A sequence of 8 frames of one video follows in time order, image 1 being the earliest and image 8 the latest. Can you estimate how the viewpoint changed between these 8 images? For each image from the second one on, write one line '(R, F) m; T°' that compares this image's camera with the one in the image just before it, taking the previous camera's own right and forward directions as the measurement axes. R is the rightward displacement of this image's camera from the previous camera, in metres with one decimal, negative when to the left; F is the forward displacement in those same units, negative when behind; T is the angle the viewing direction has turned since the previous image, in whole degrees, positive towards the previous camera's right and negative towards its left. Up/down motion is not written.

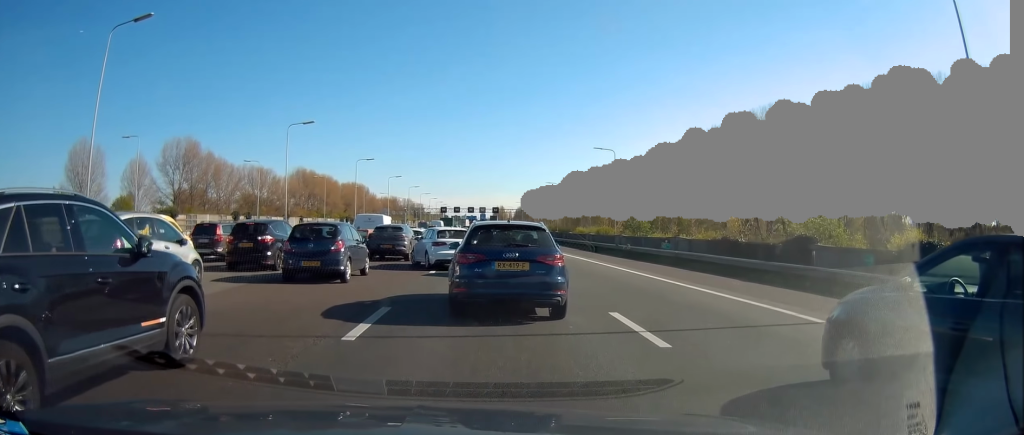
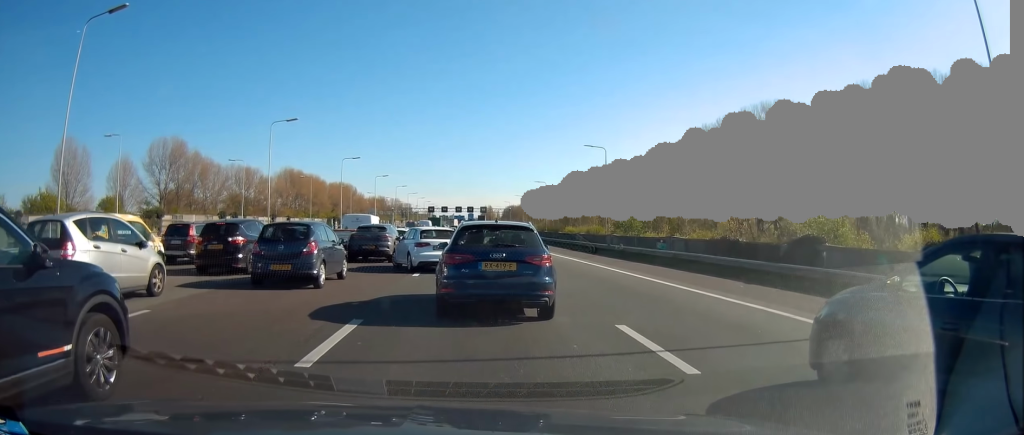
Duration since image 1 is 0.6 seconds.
(0.0, +1.4) m; 0°
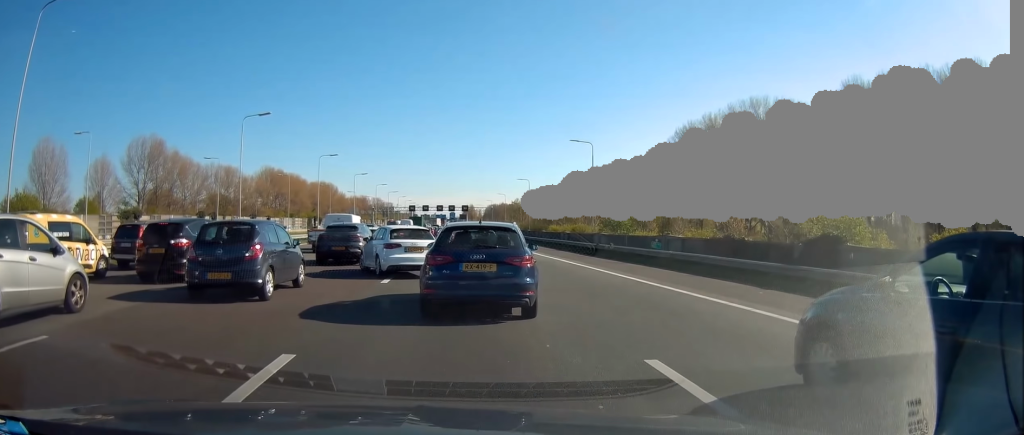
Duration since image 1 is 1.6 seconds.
(0.0, +2.5) m; 0°
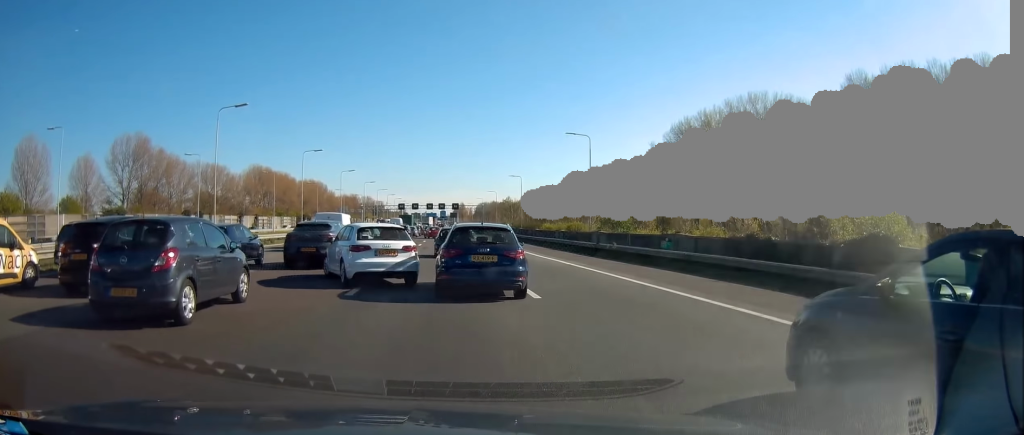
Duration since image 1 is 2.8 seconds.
(0.0, +2.9) m; 0°
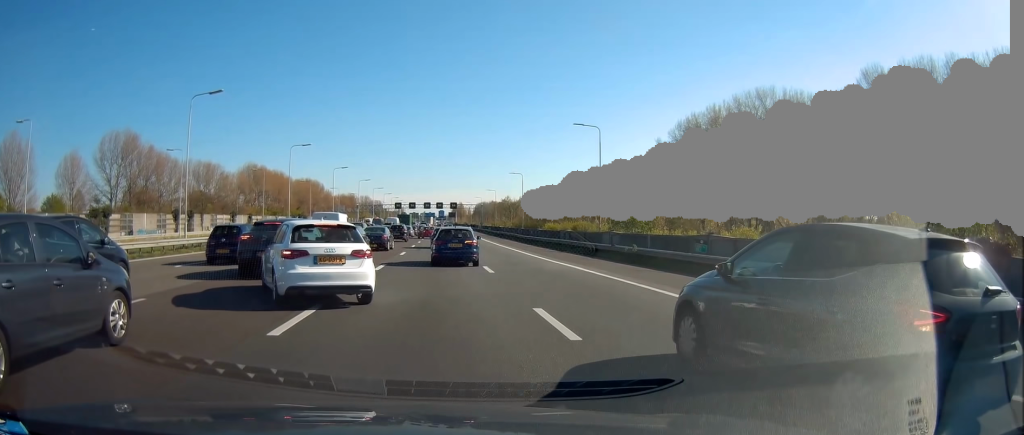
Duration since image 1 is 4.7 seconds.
(+0.1, +4.7) m; 0°
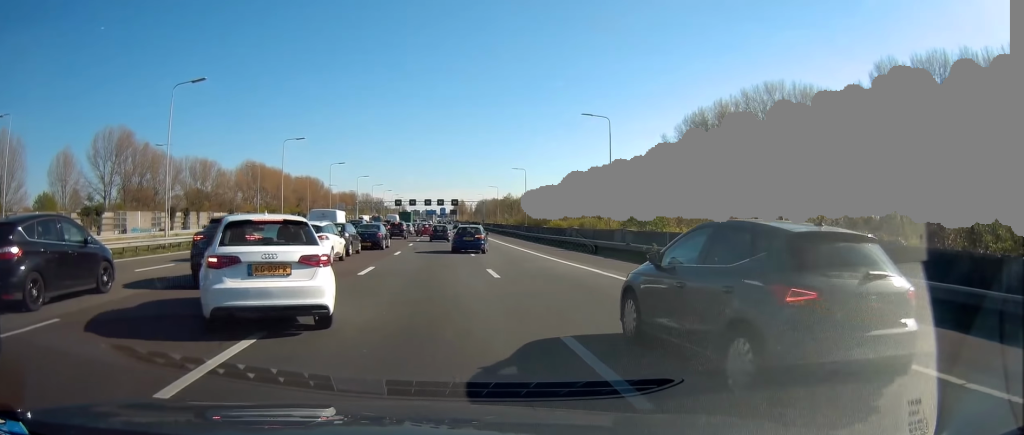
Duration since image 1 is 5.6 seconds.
(-0.1, +3.0) m; -2°
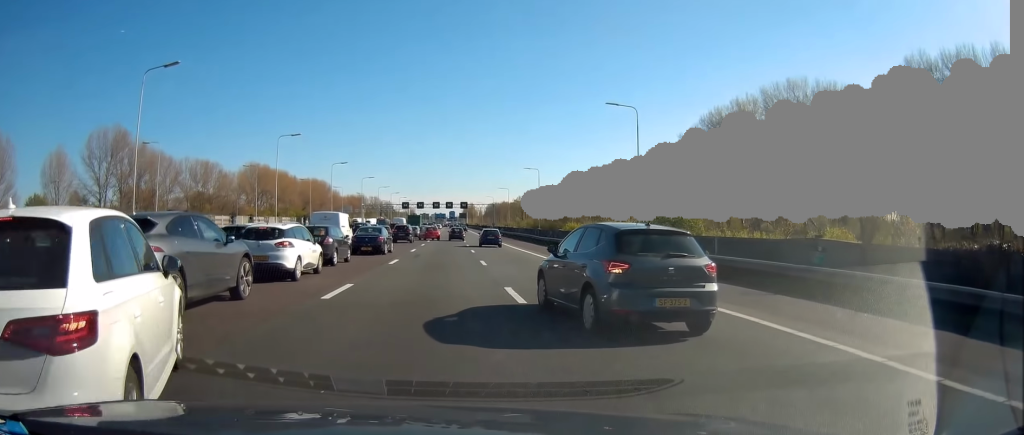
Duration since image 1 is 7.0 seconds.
(0.0, +5.9) m; 0°
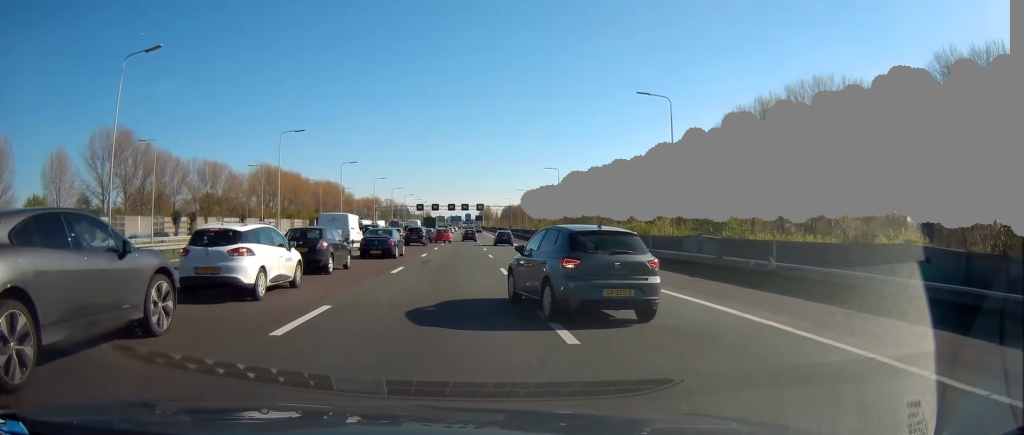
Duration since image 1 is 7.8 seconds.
(0.0, +4.4) m; +1°
